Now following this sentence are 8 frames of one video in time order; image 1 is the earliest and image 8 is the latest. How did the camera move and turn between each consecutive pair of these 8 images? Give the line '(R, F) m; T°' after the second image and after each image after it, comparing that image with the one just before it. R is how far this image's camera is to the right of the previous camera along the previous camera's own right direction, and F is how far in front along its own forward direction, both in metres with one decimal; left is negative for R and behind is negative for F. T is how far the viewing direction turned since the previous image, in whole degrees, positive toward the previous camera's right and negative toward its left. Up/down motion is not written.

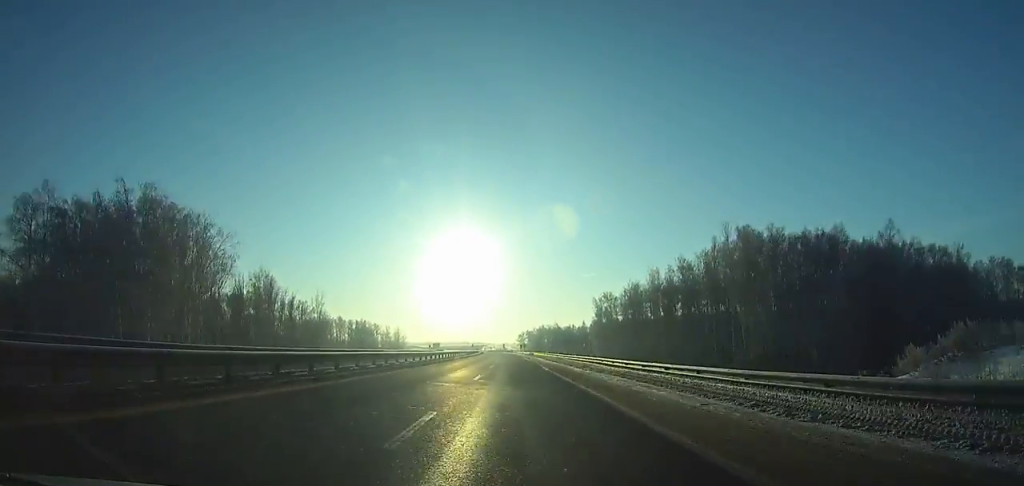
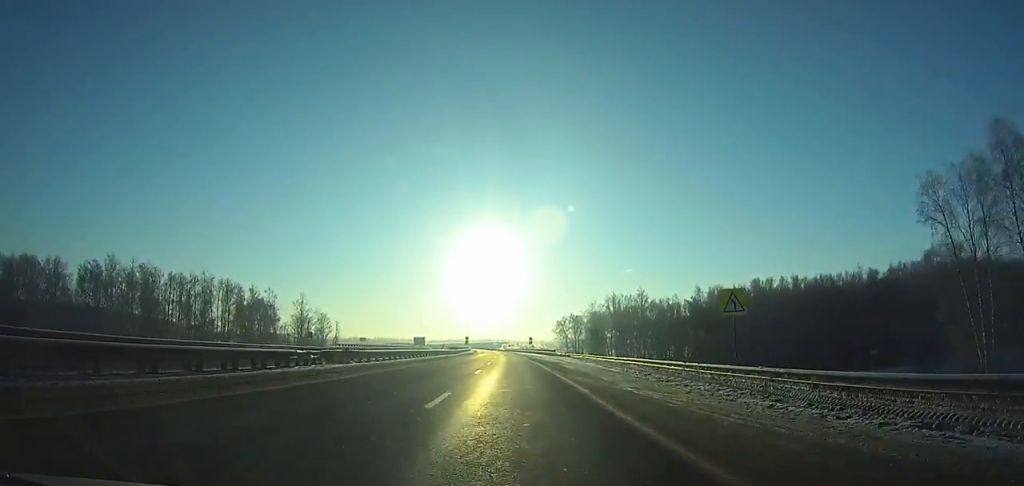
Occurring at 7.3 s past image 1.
(-4.2, +172.6) m; -3°
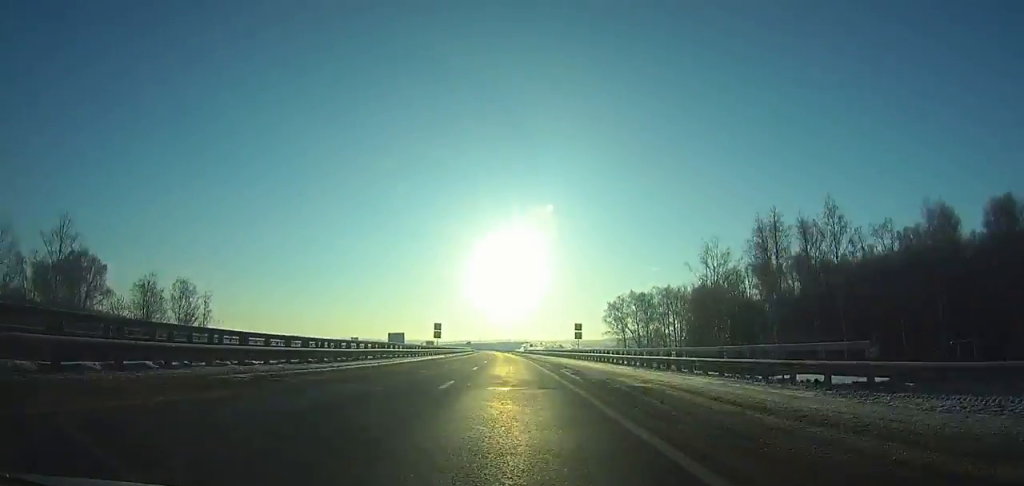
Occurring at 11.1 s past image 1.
(-1.5, +89.3) m; -2°
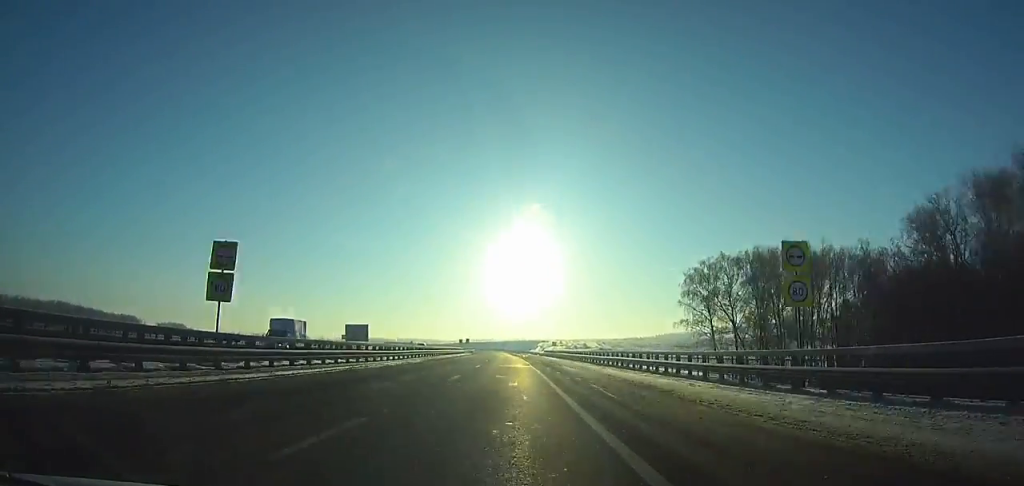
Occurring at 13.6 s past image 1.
(-0.7, +57.7) m; -1°
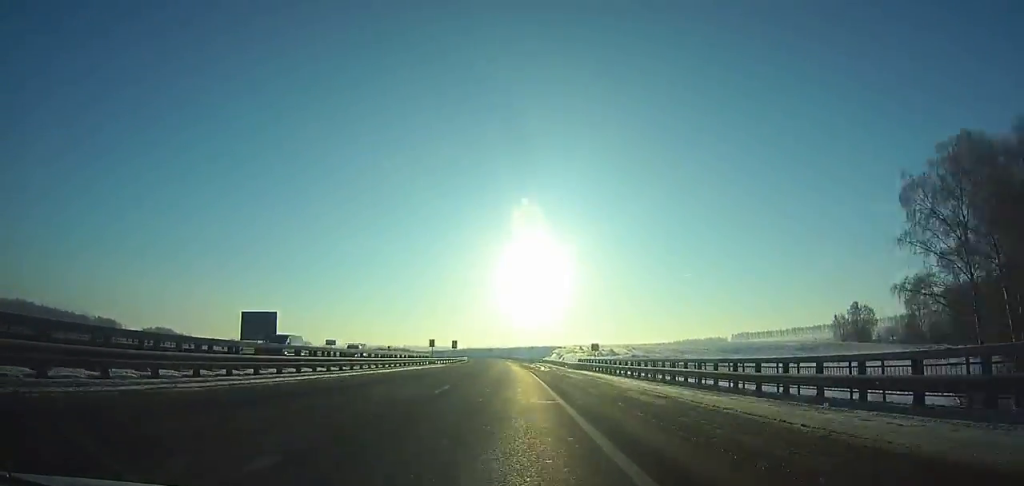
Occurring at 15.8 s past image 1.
(-0.5, +49.2) m; -2°
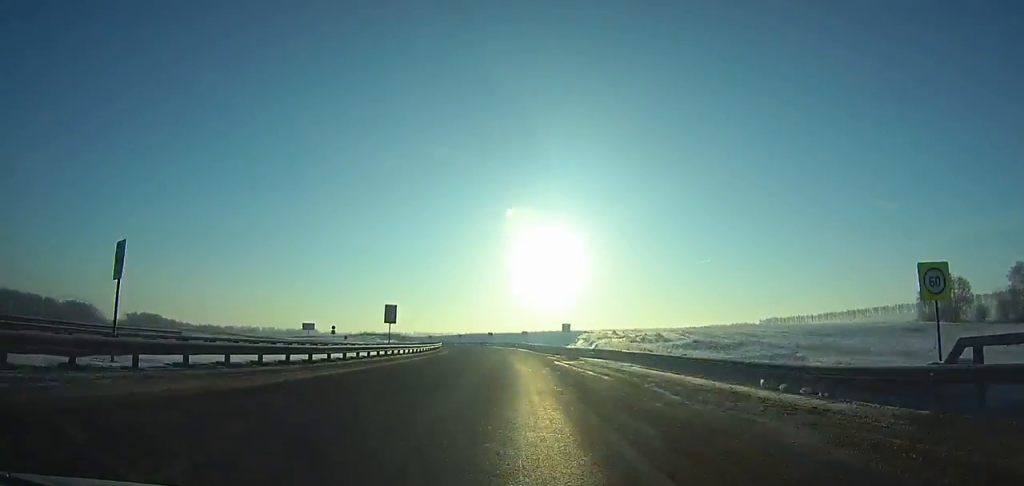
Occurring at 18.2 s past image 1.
(-0.6, +51.2) m; -3°
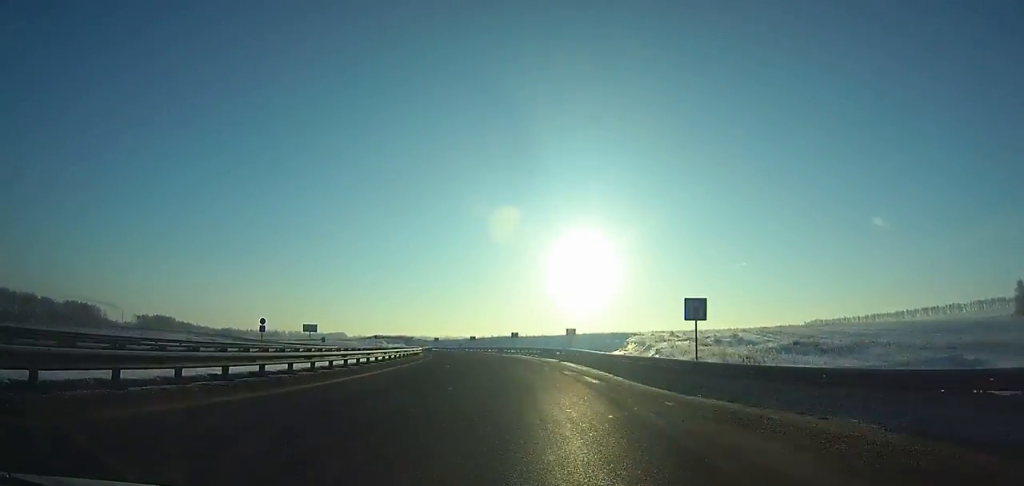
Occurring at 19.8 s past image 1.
(-0.5, +31.4) m; -4°
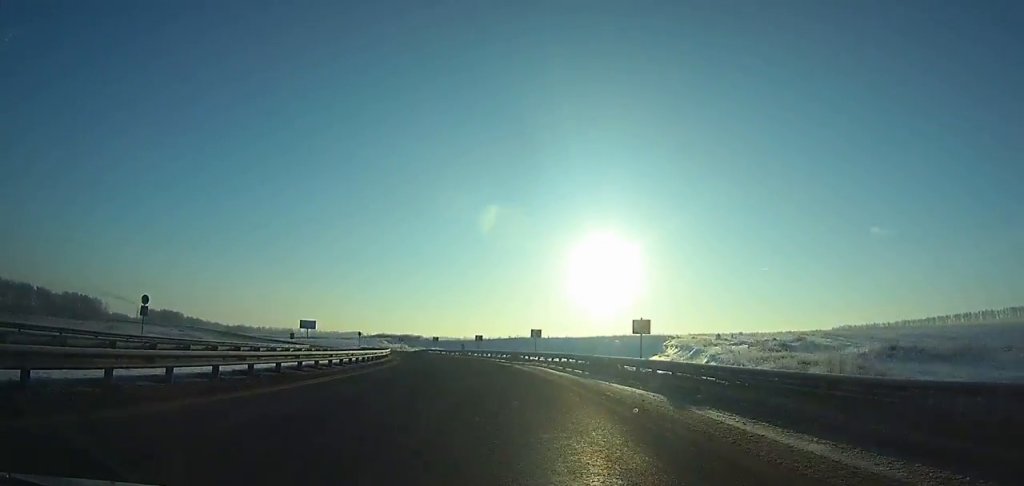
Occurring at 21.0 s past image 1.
(+0.3, +22.9) m; -3°
